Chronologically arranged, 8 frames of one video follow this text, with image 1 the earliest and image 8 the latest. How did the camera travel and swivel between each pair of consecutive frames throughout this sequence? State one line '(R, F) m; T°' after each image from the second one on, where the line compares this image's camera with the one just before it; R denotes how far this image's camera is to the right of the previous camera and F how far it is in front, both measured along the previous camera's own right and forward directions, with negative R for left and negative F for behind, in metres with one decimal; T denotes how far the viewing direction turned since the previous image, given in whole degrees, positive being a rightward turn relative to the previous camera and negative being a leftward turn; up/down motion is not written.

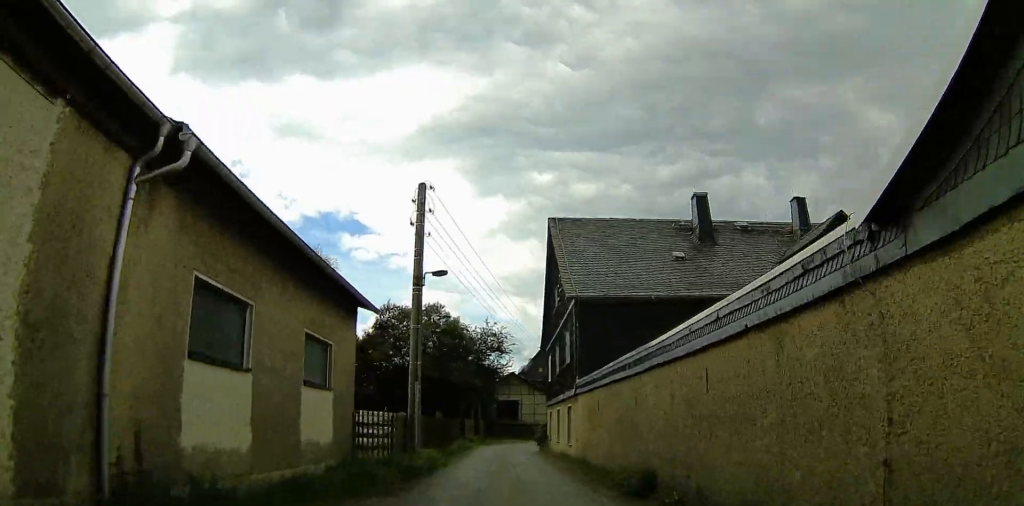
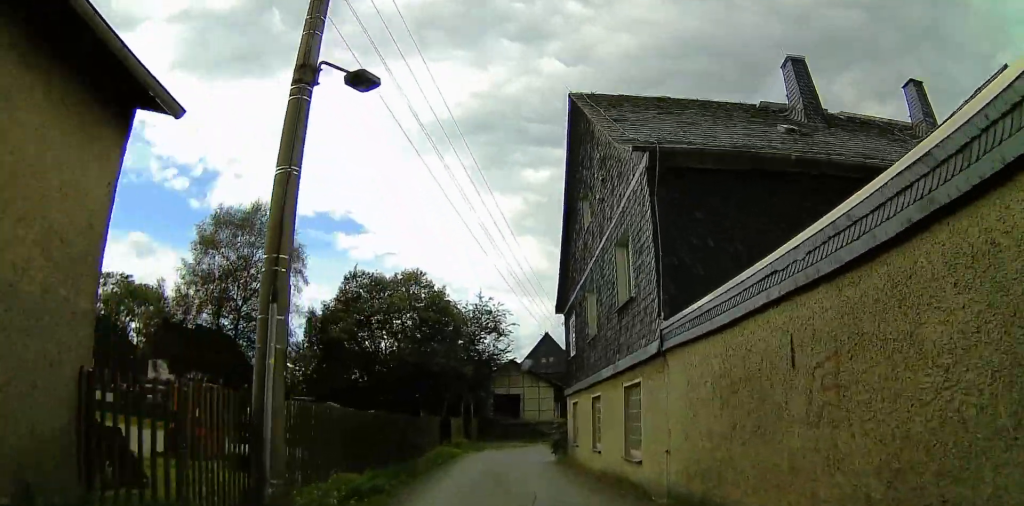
(+1.4, +10.4) m; +5°
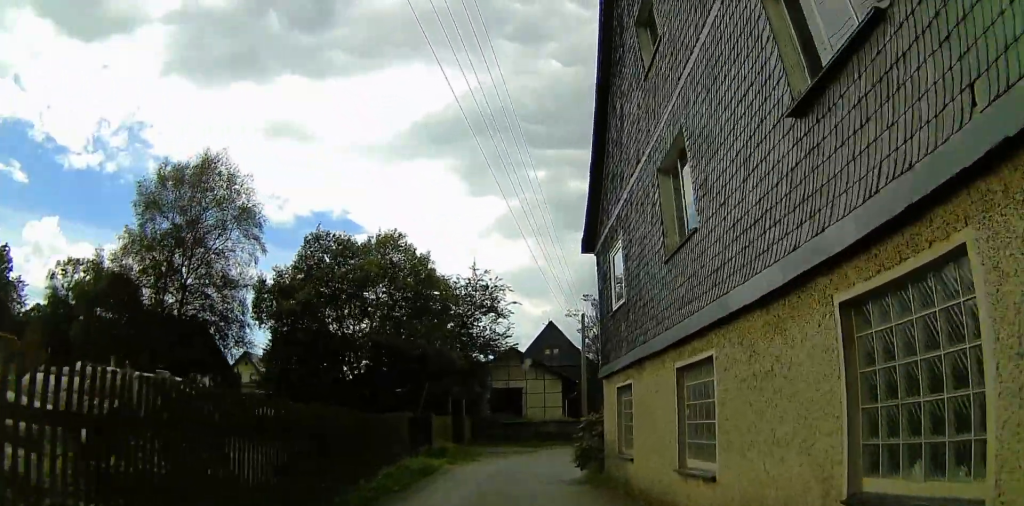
(-0.2, +7.7) m; -8°
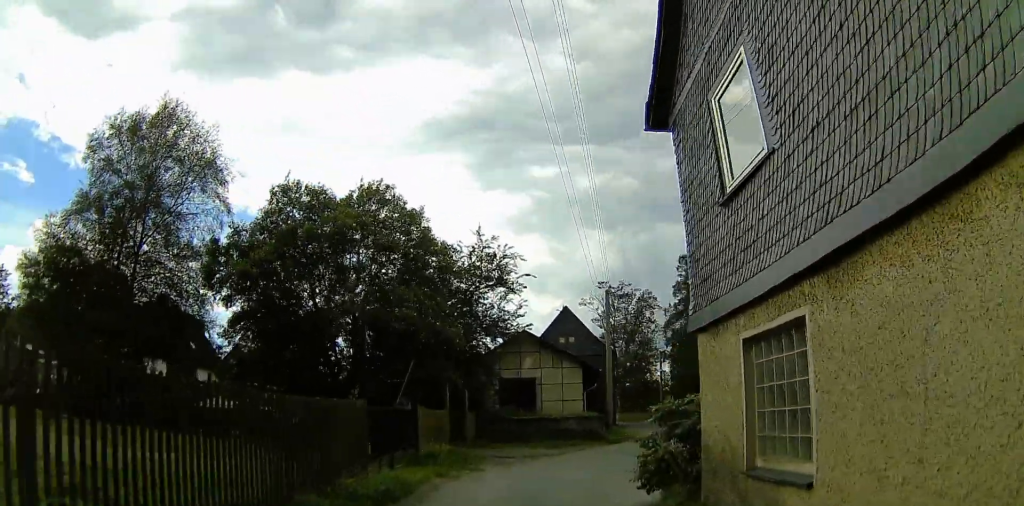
(-1.1, +6.0) m; -2°
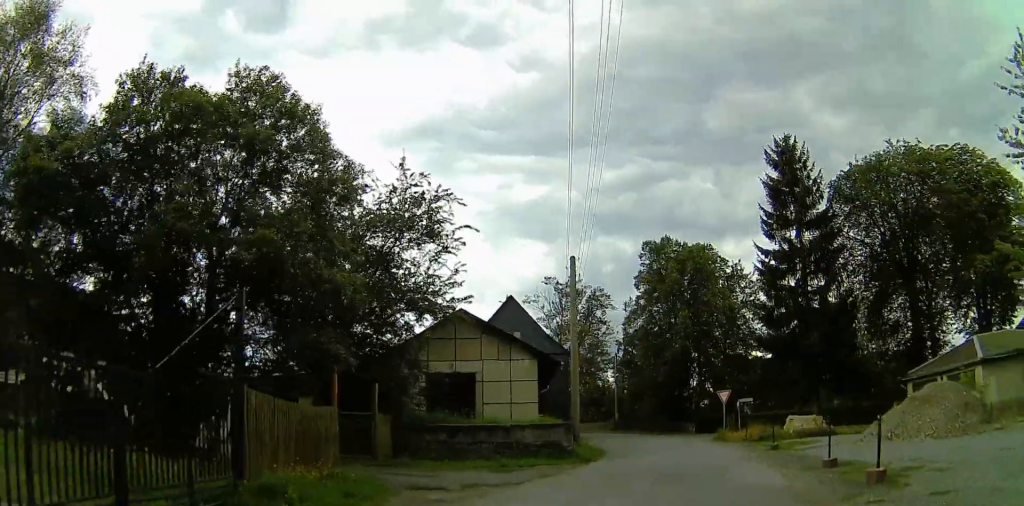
(+2.7, +9.5) m; +25°
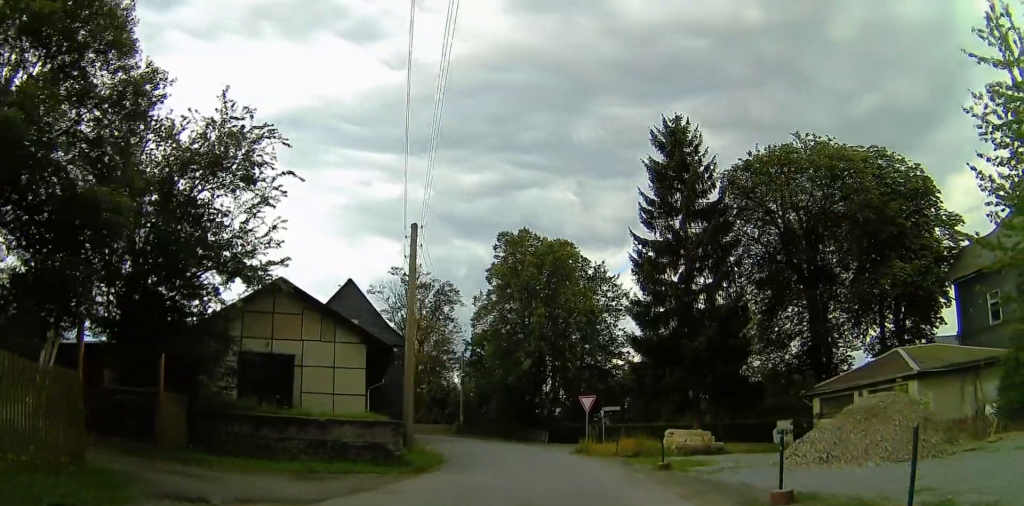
(+0.5, +4.9) m; +8°
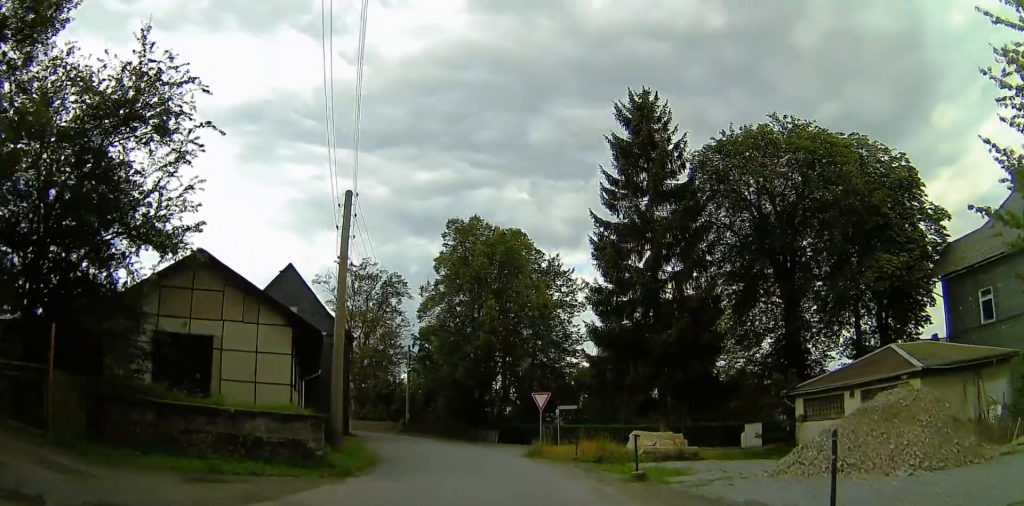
(0.0, +2.5) m; +3°
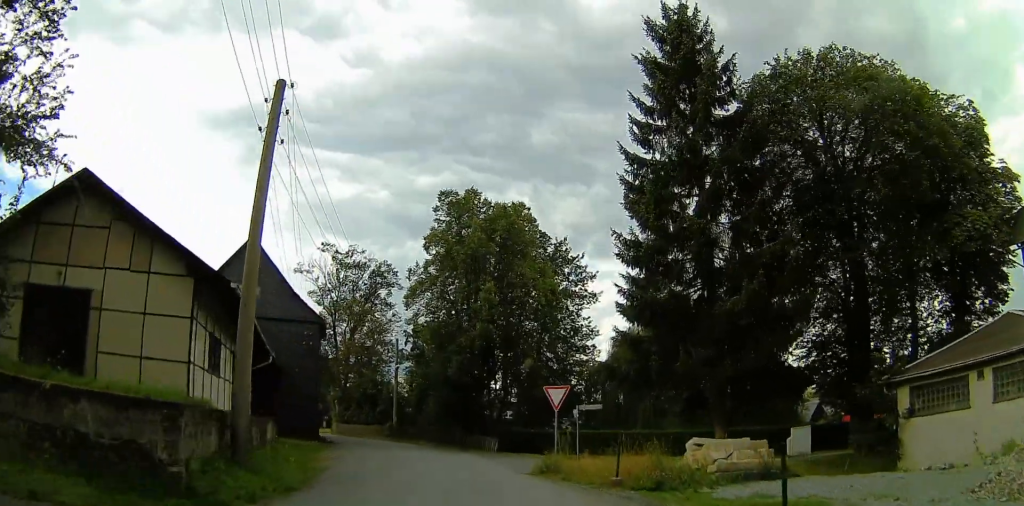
(+0.4, +6.0) m; -9°
